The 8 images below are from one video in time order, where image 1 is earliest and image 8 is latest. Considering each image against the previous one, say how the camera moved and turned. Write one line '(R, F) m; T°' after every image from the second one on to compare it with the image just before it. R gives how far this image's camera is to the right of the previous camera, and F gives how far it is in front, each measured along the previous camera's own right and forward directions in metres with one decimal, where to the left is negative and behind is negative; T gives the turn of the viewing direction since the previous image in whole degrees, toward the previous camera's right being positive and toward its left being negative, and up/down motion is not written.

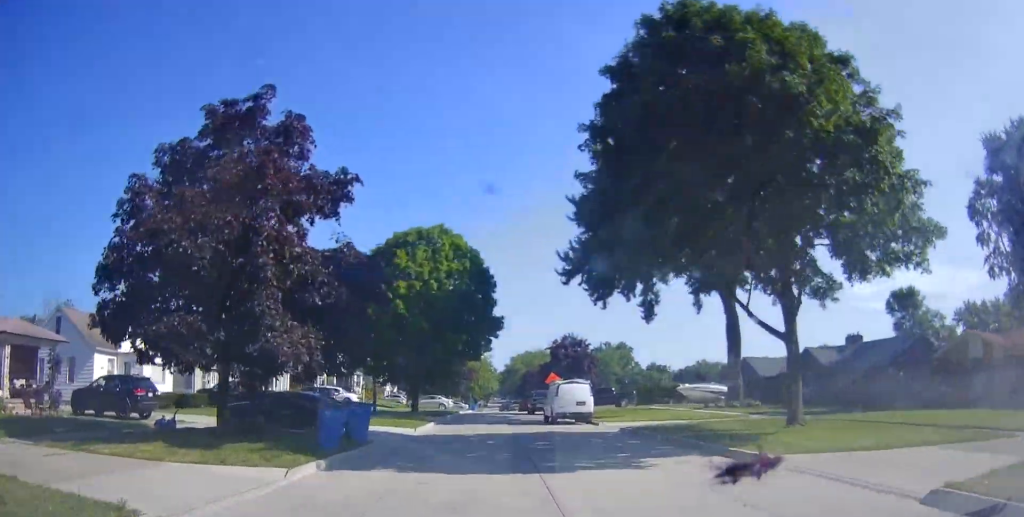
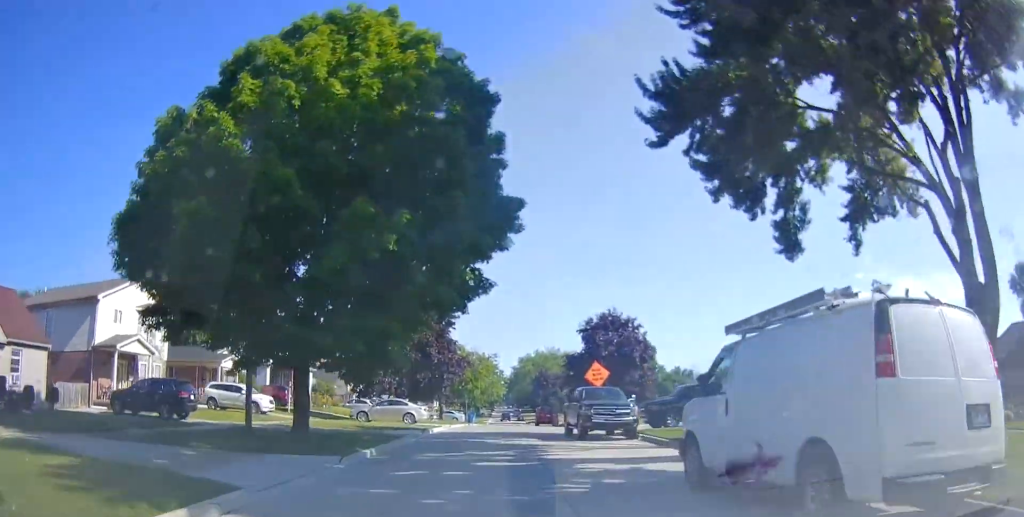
(-1.4, +25.5) m; -3°
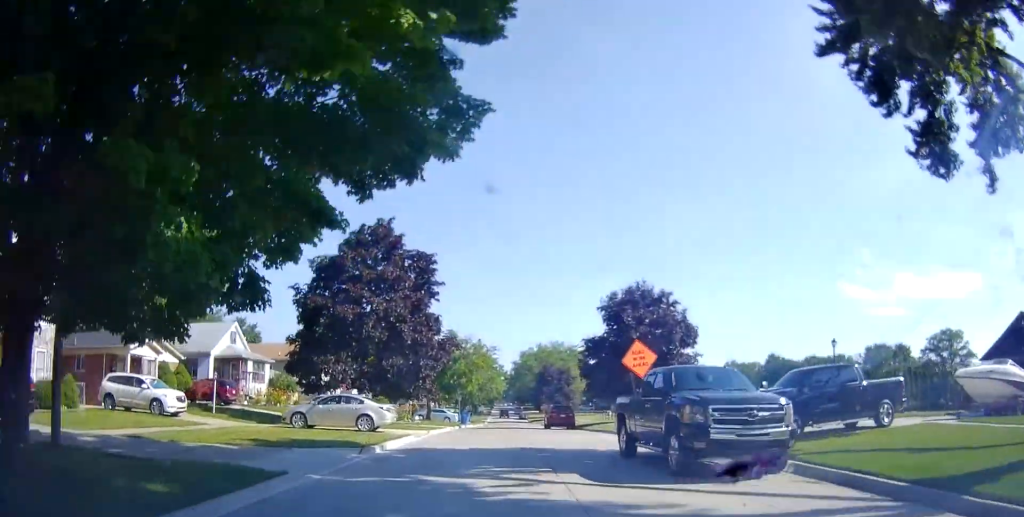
(+0.4, +11.7) m; +1°
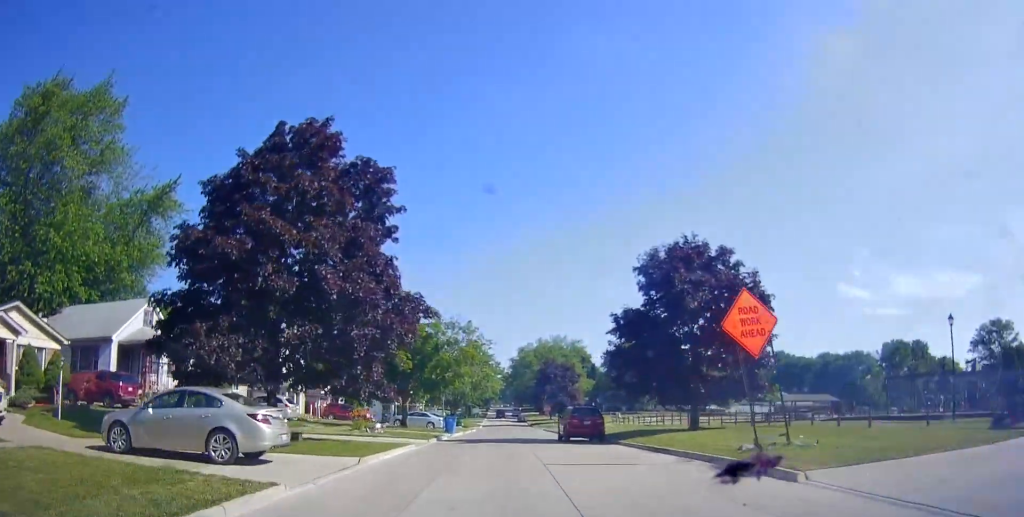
(0.0, +12.6) m; 0°
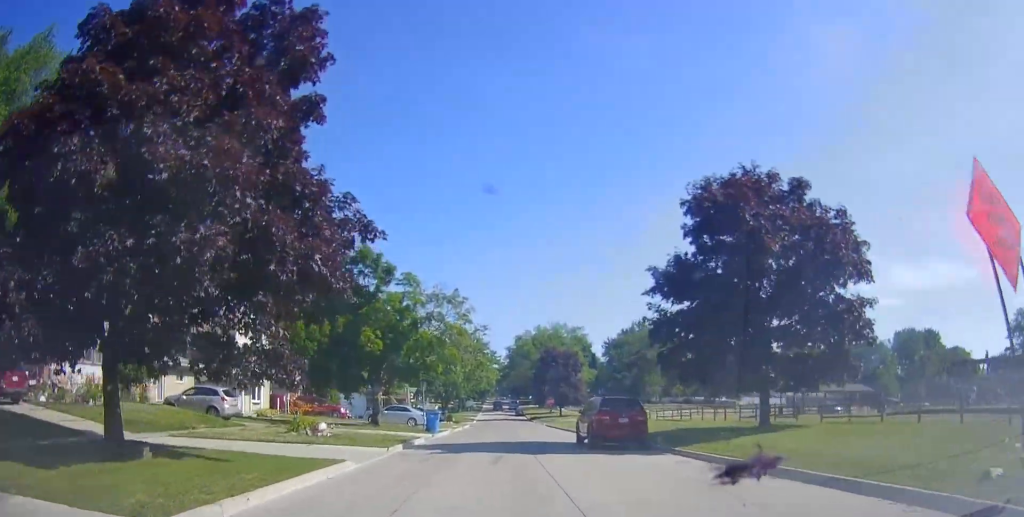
(0.0, +8.9) m; 0°
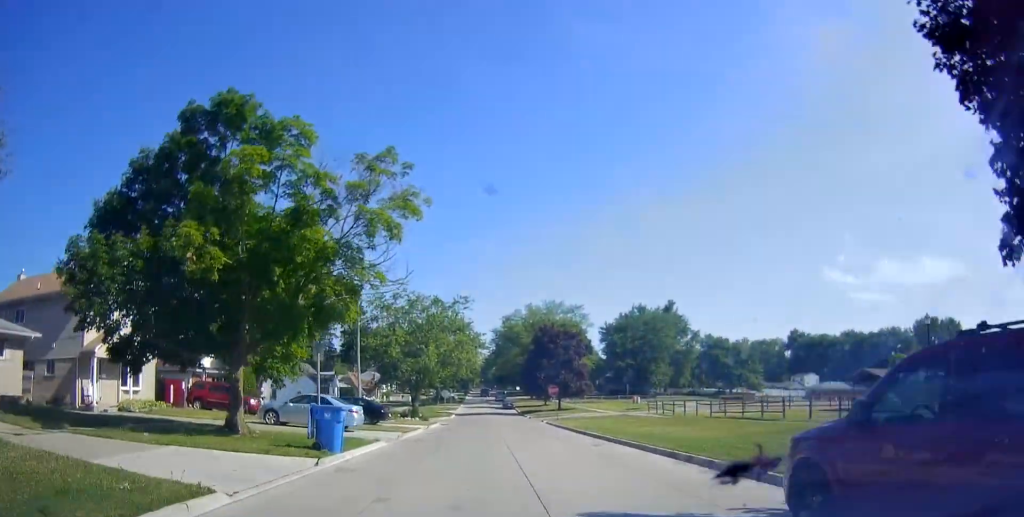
(+0.4, +17.4) m; +1°
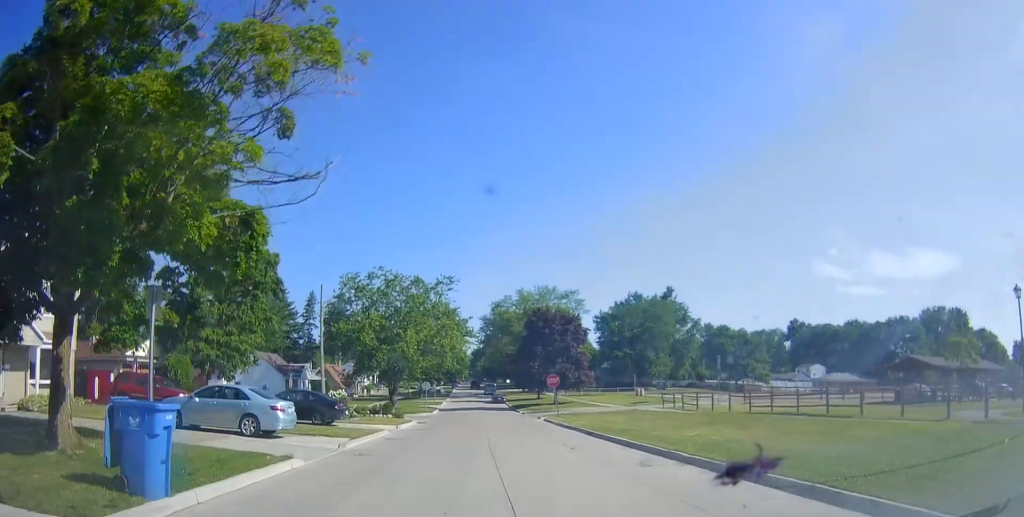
(0.0, +7.8) m; 0°
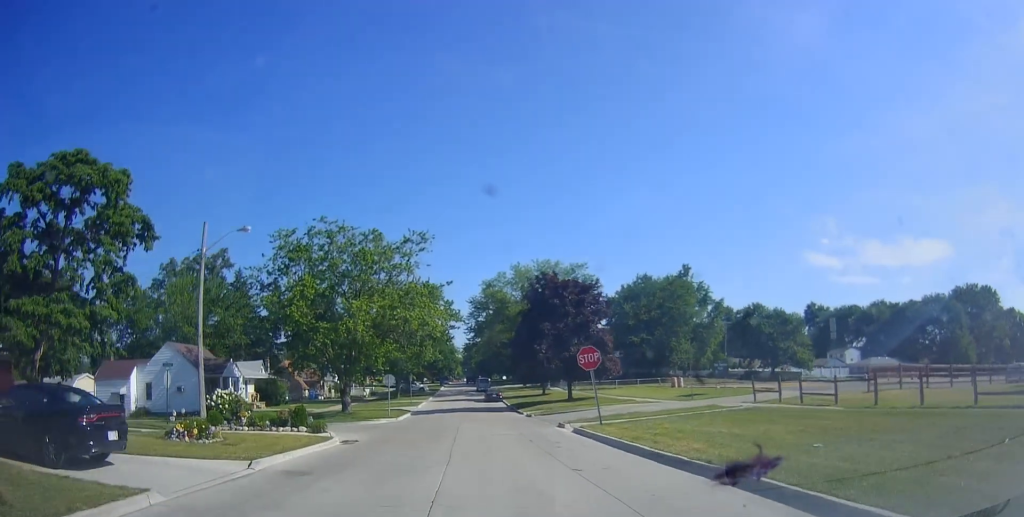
(0.0, +17.5) m; 0°
